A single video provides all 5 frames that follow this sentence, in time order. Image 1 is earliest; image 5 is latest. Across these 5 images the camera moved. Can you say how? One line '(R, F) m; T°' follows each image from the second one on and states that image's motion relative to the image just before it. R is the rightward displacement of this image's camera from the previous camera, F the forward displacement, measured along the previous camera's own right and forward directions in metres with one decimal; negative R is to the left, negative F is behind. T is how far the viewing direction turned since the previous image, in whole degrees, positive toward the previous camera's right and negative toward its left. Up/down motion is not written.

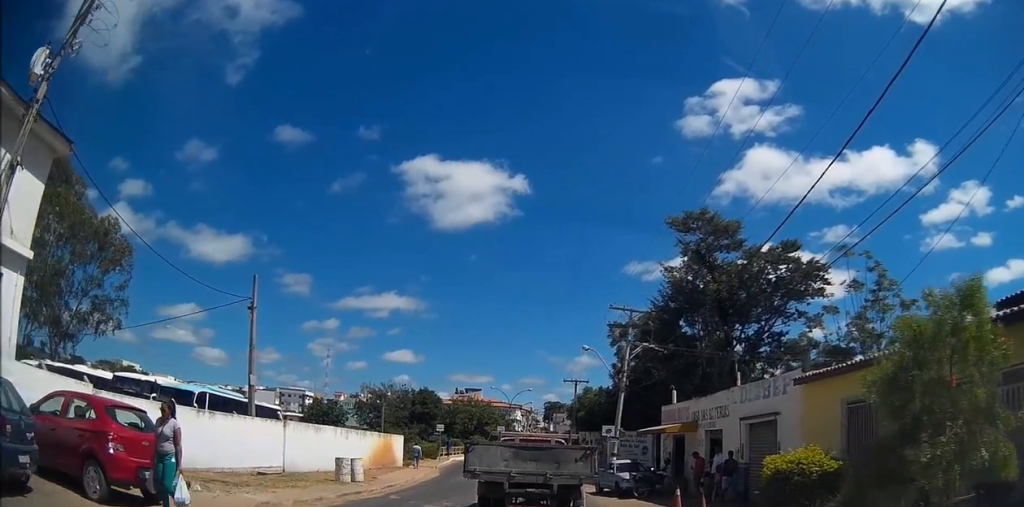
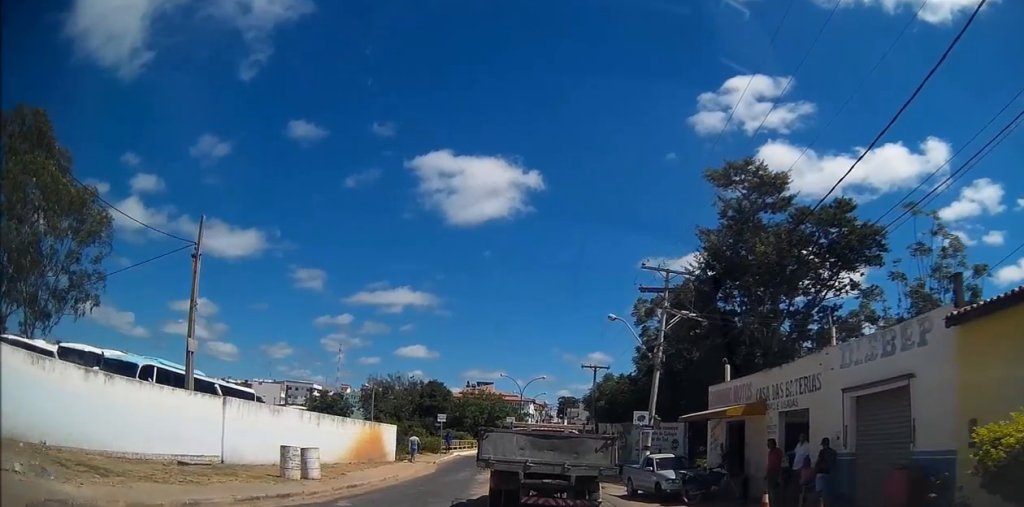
(0.0, +5.0) m; 0°
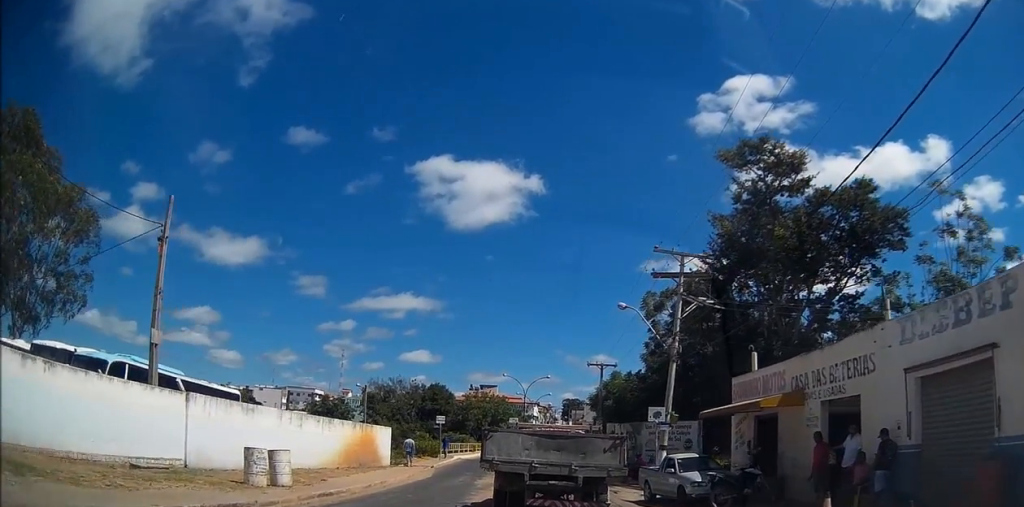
(0.0, +2.3) m; +2°
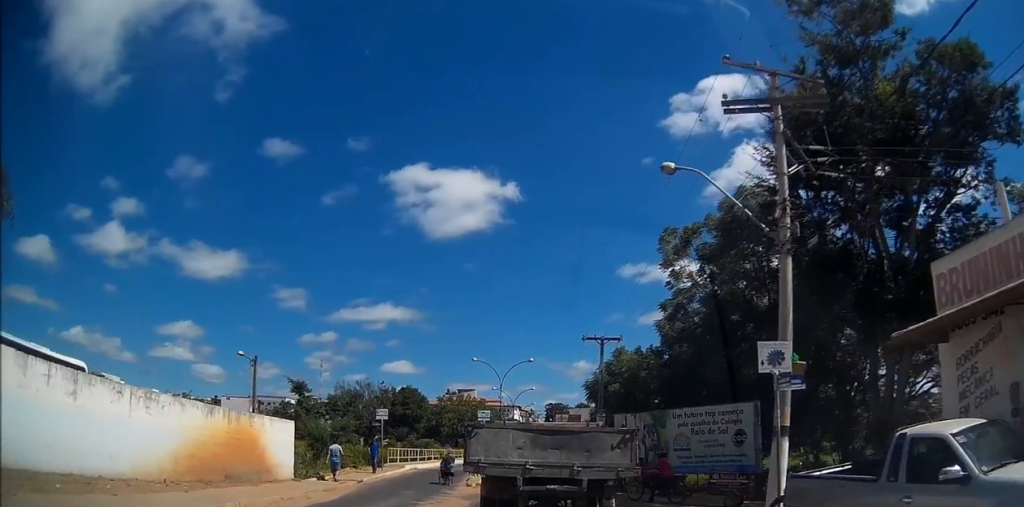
(+0.3, +13.2) m; 0°
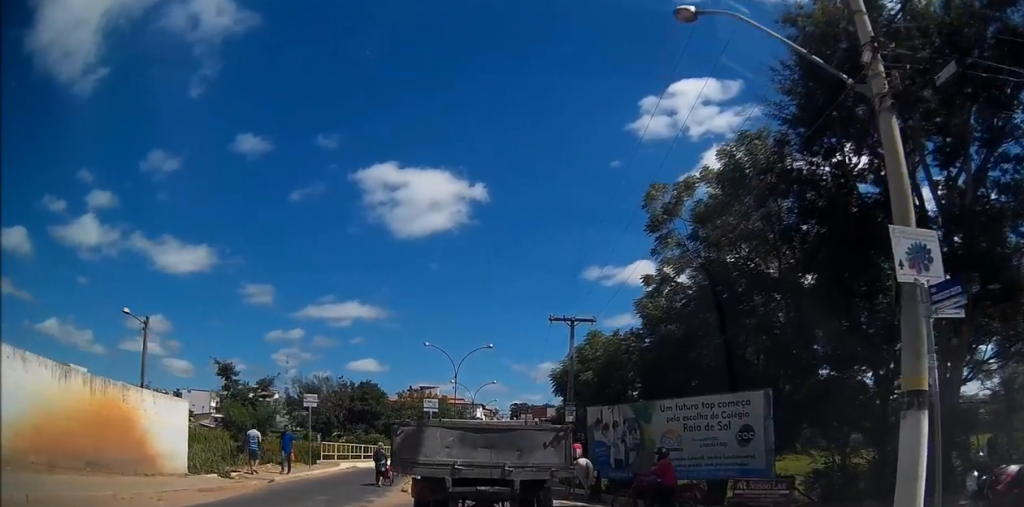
(+0.4, +5.6) m; +4°
